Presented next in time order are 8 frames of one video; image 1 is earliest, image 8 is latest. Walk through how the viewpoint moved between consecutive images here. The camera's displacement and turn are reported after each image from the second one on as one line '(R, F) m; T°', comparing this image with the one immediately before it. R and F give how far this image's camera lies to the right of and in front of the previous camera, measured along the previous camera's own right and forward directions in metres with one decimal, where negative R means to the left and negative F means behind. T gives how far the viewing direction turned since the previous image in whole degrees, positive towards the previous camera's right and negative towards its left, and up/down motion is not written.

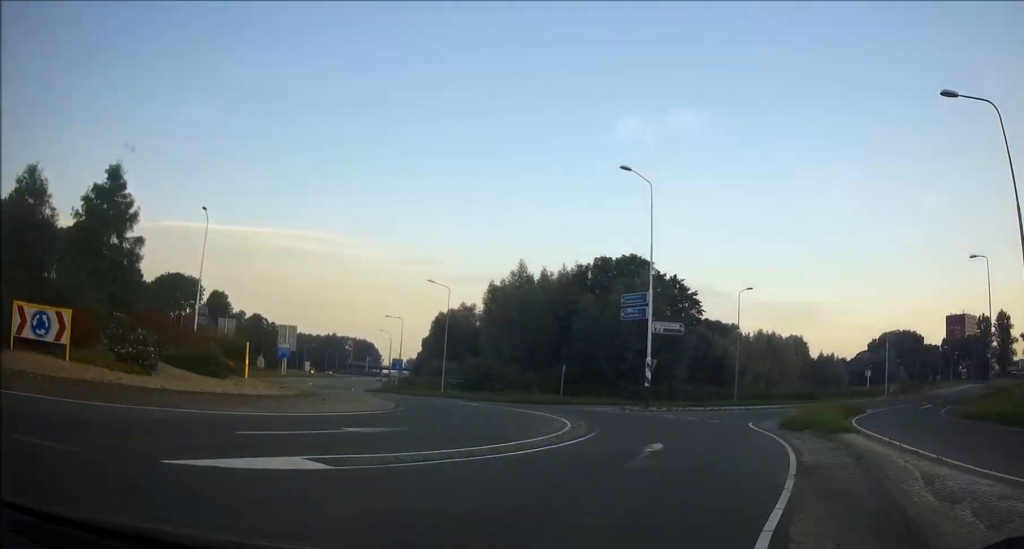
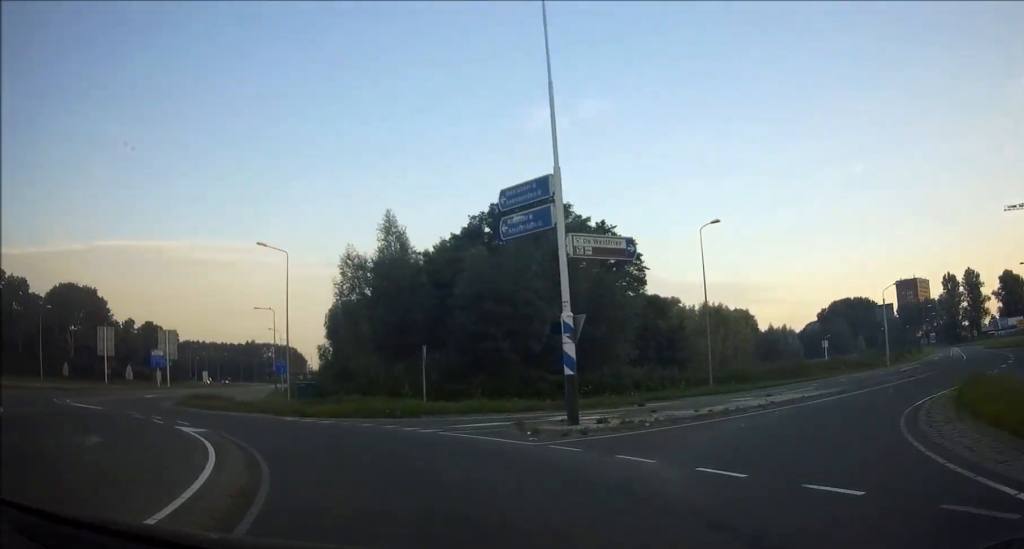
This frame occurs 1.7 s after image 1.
(+1.5, +18.9) m; -4°
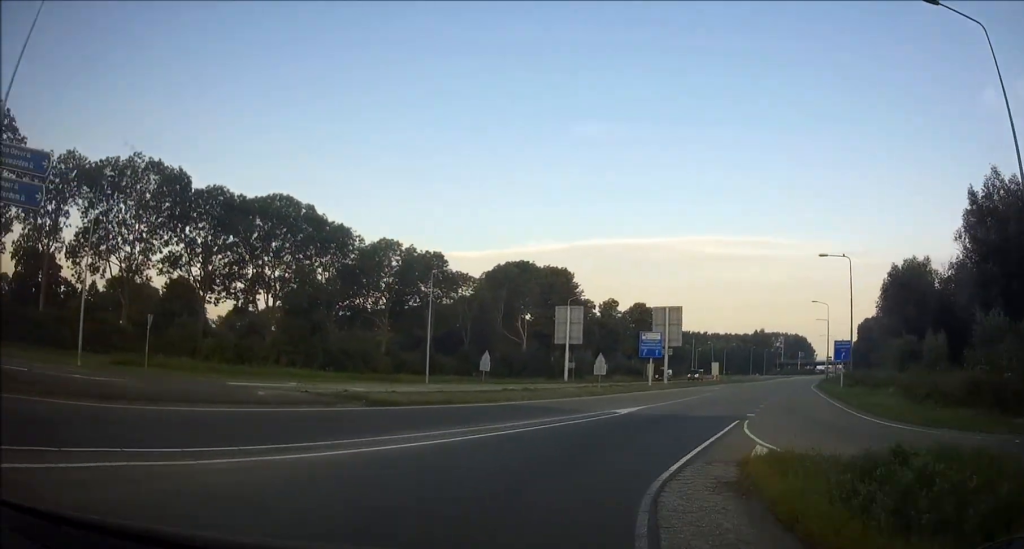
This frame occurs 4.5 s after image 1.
(-7.0, +31.1) m; -12°
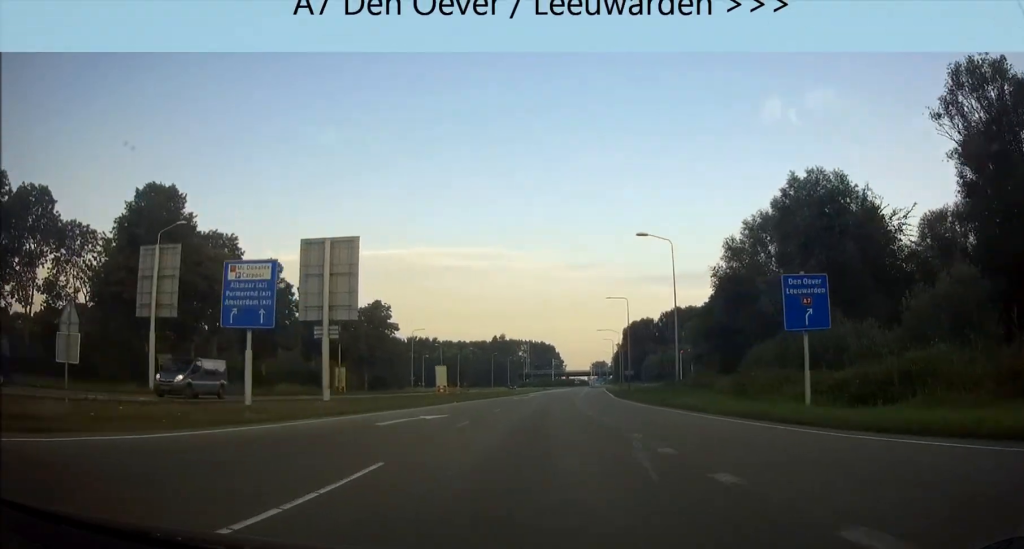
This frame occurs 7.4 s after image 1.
(+3.2, +41.3) m; +9°
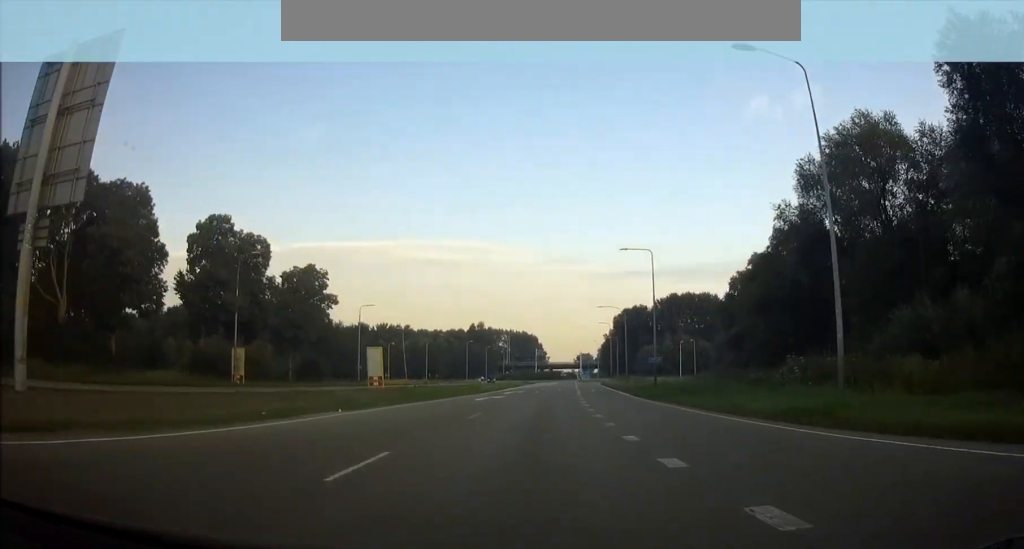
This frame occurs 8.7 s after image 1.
(+0.5, +21.7) m; +2°
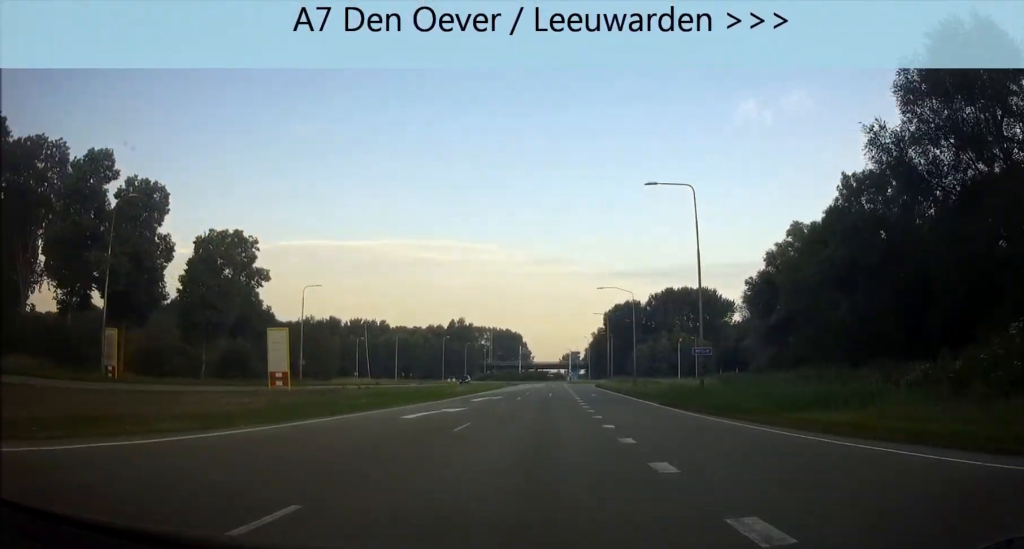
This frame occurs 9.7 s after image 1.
(+0.2, +15.7) m; +1°
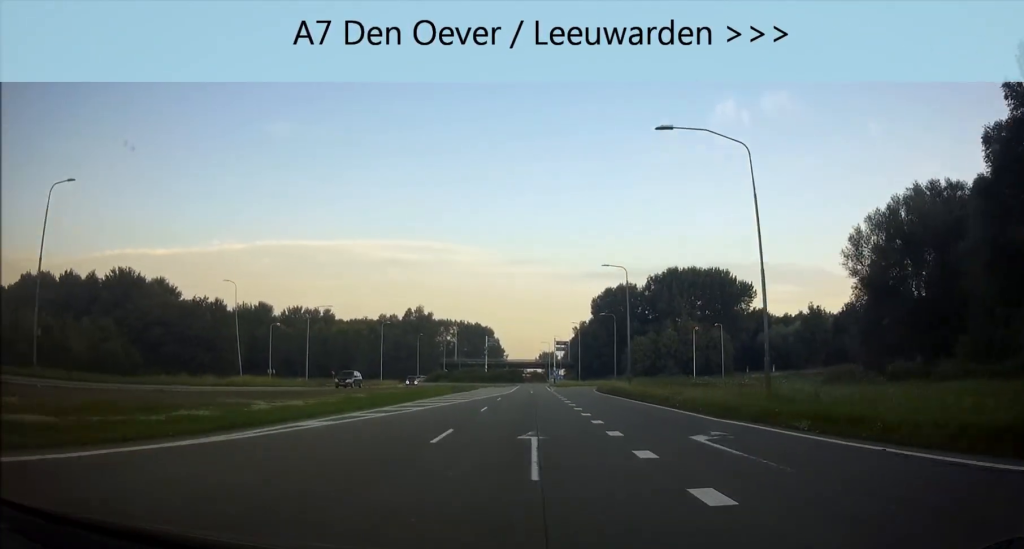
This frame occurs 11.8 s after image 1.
(+0.6, +36.3) m; +1°
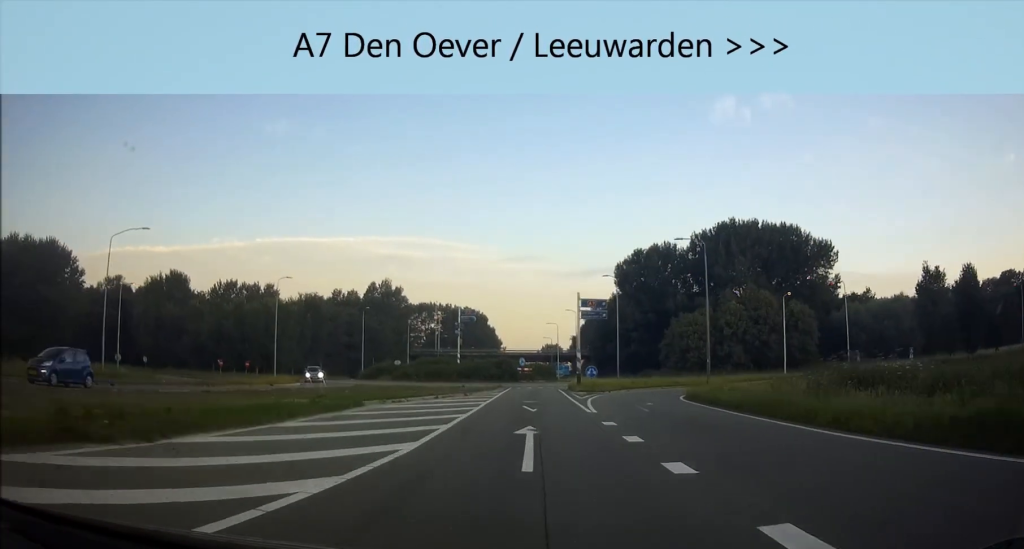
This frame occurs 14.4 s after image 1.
(+0.1, +41.5) m; 0°
